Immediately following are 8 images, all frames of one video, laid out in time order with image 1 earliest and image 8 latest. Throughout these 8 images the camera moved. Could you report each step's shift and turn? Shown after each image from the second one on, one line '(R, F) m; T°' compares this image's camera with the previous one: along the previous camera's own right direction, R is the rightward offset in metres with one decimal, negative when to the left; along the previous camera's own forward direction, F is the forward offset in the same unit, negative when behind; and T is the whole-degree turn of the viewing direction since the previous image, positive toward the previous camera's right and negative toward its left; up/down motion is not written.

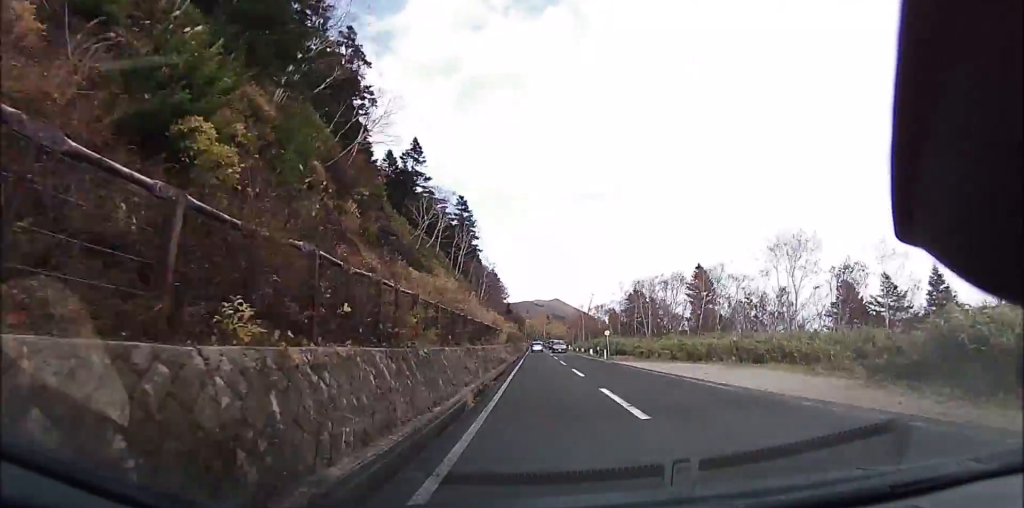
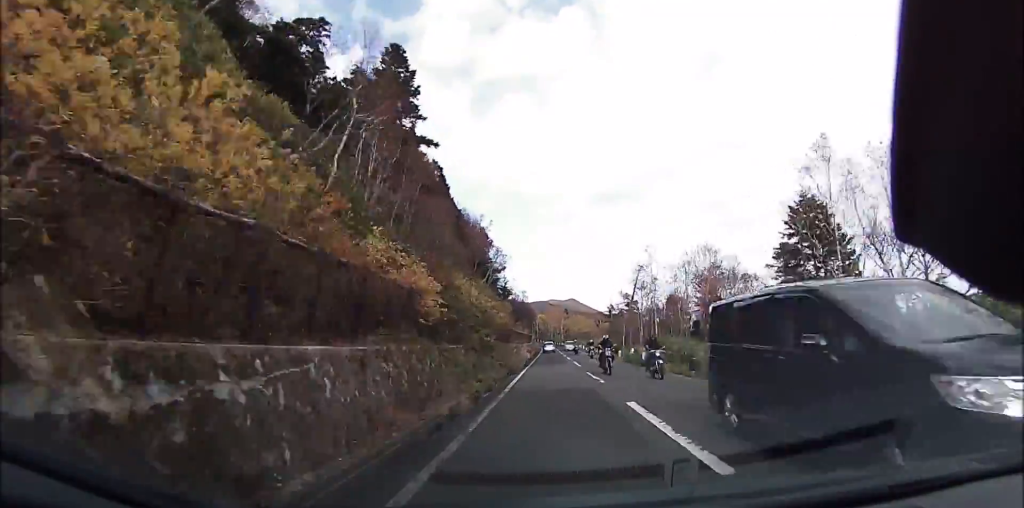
(-0.7, +42.8) m; -2°
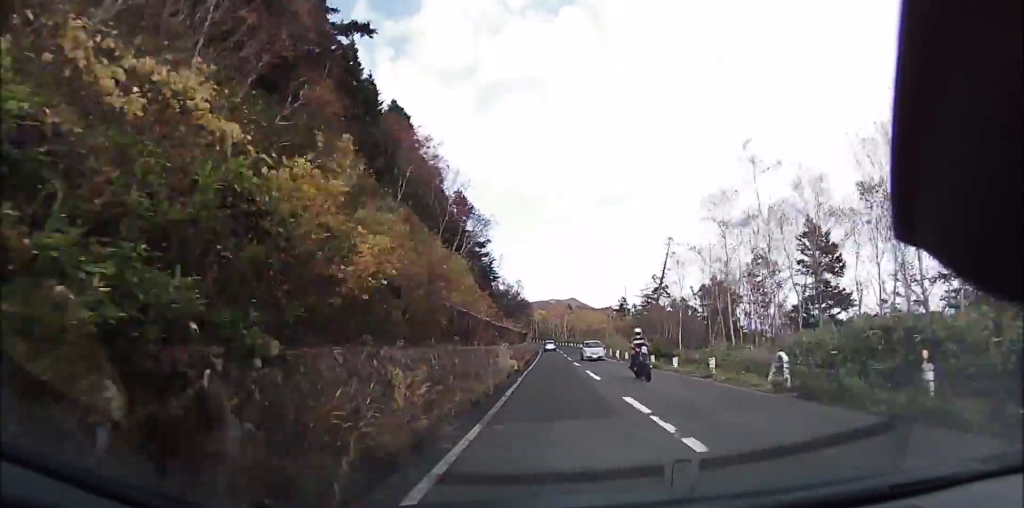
(-0.2, +20.1) m; 0°
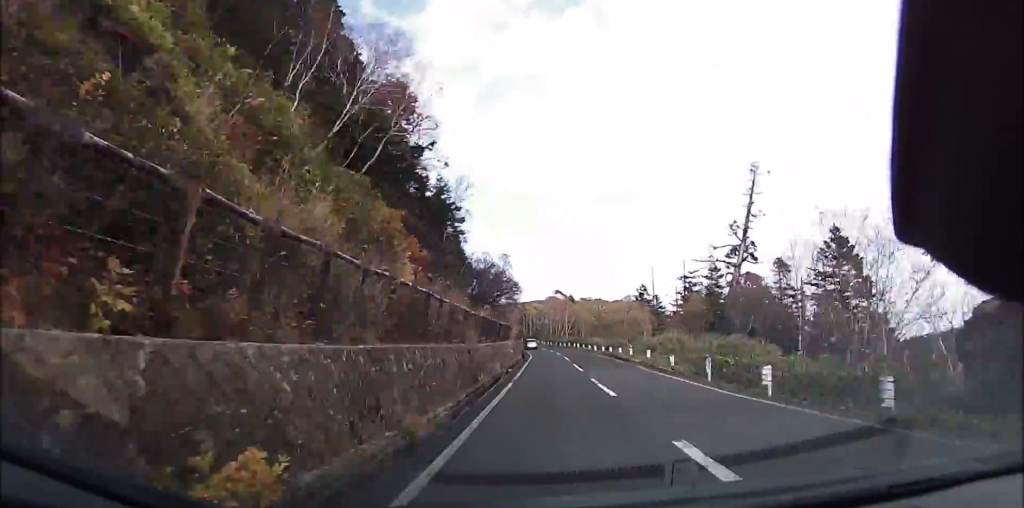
(0.0, +24.8) m; 0°
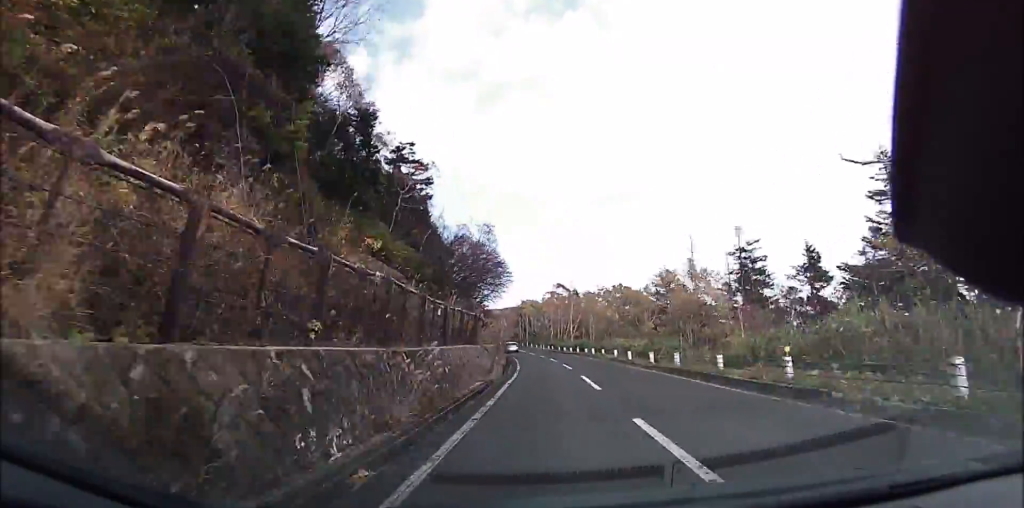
(+0.1, +17.9) m; 0°
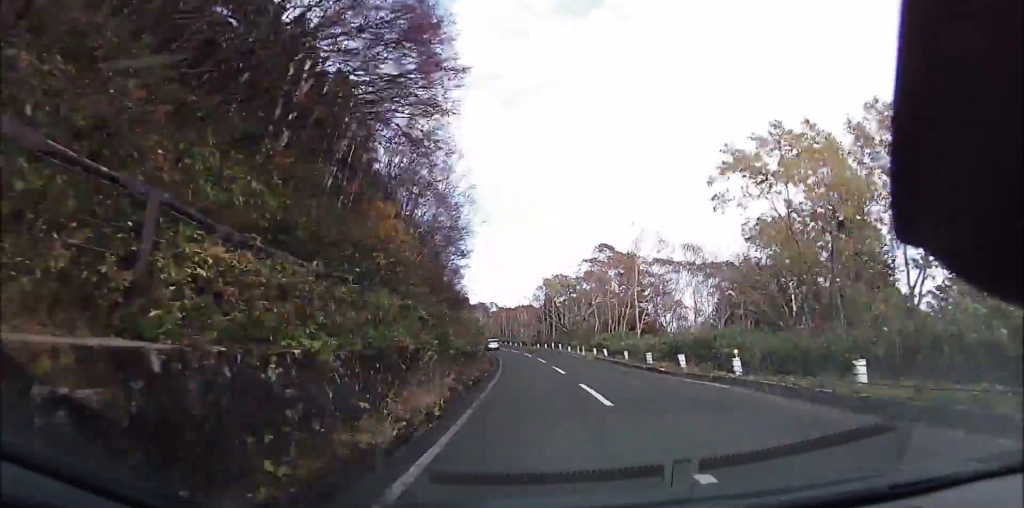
(-0.6, +32.5) m; -3°
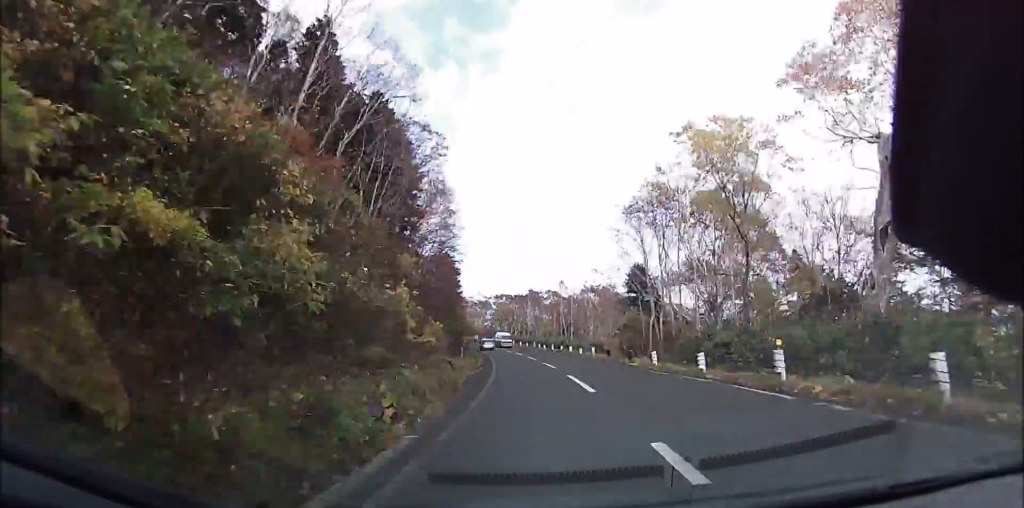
(-2.4, +39.1) m; -10°
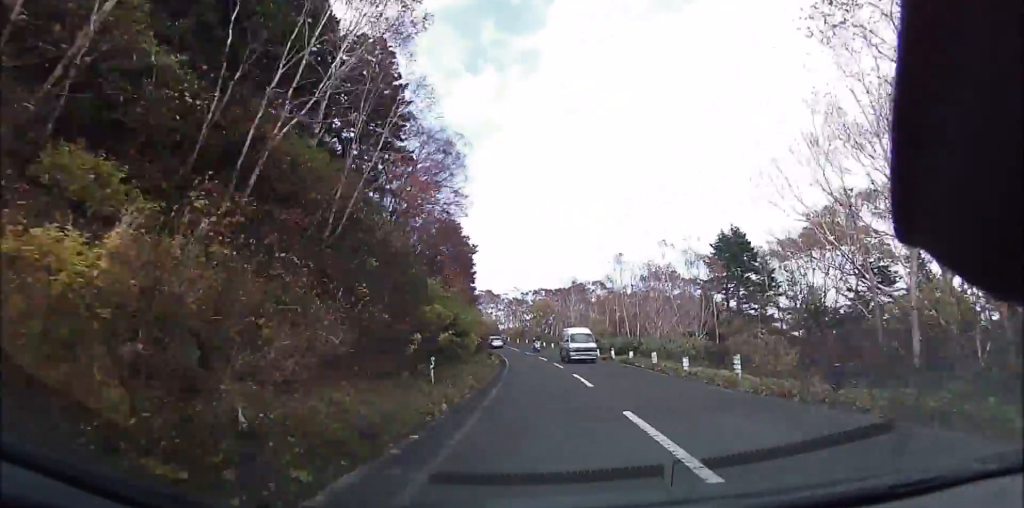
(-0.7, +17.0) m; -5°
